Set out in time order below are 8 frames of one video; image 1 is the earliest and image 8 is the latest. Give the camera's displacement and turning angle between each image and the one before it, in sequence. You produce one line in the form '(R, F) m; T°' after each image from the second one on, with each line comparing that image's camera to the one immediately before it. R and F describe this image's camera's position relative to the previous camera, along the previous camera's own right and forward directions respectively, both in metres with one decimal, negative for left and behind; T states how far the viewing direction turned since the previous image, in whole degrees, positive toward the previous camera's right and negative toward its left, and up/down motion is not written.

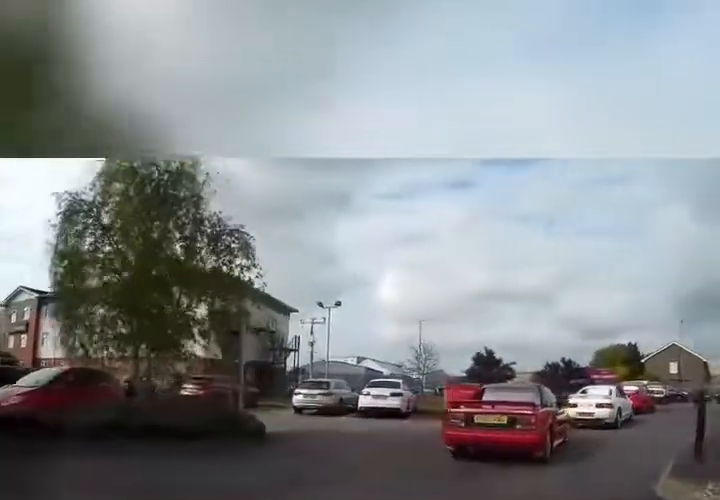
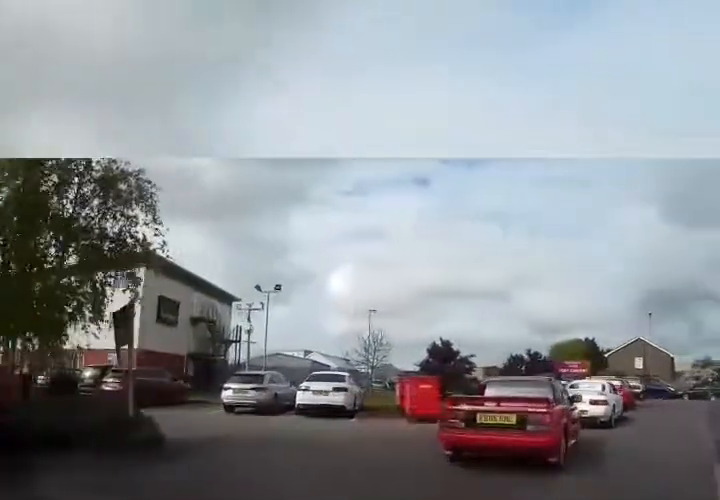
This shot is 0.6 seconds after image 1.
(+0.1, +2.2) m; +6°
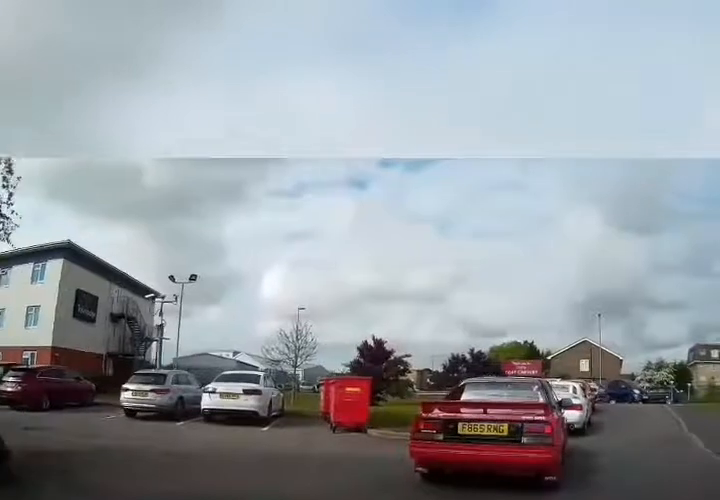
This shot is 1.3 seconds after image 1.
(+0.1, +2.2) m; +9°
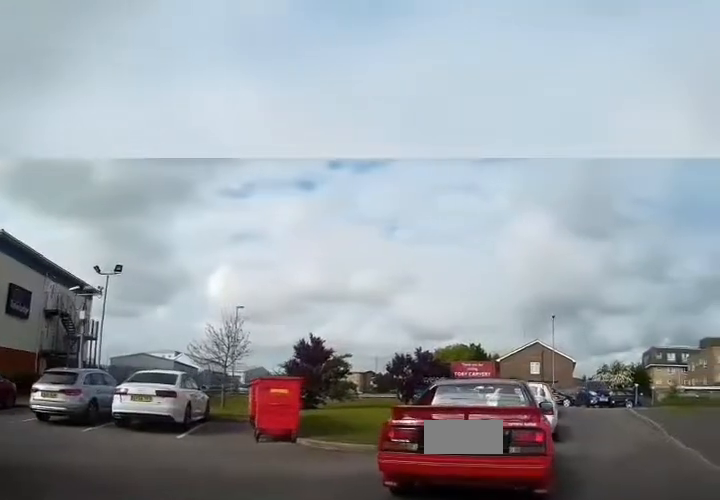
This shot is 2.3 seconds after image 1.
(+0.3, +1.7) m; +11°
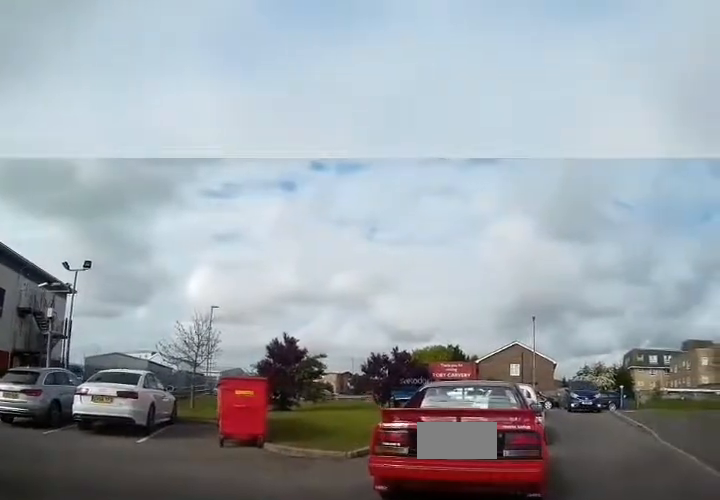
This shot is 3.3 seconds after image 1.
(-0.1, +0.7) m; 0°
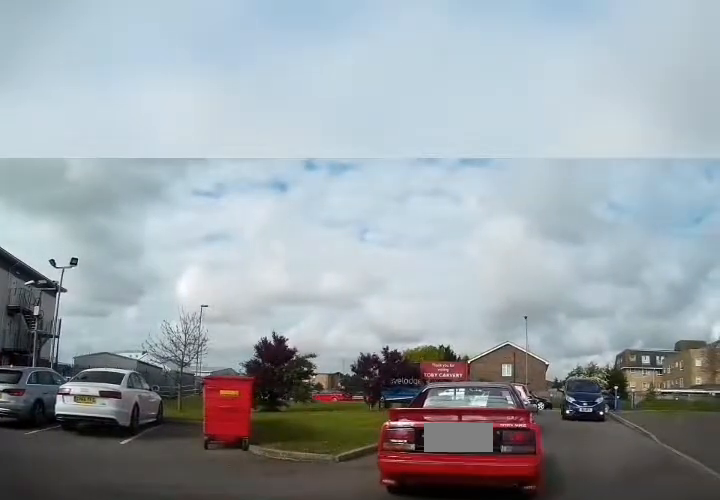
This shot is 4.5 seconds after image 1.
(-0.3, +0.3) m; 0°
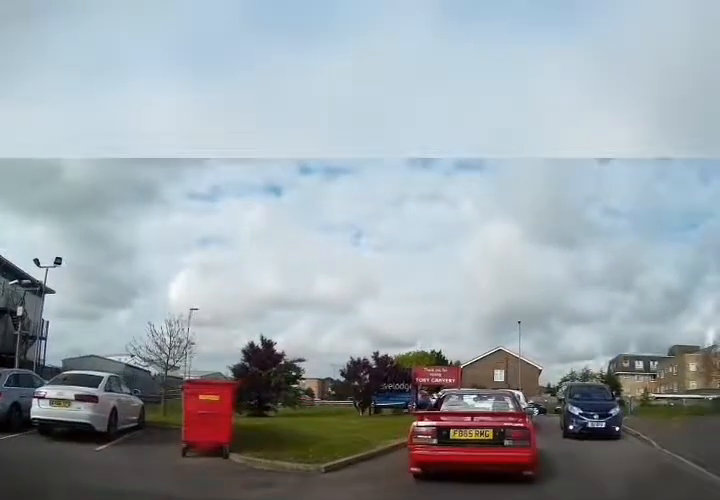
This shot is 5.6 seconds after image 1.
(+0.3, +0.8) m; +6°
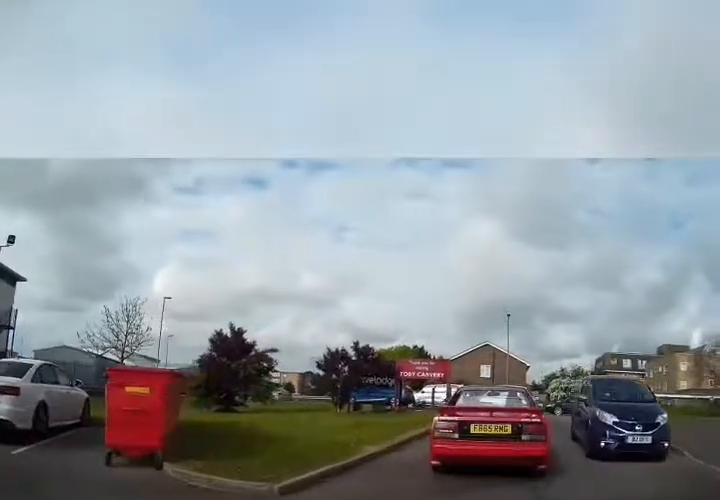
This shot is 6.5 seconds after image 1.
(0.0, +1.5) m; 0°
